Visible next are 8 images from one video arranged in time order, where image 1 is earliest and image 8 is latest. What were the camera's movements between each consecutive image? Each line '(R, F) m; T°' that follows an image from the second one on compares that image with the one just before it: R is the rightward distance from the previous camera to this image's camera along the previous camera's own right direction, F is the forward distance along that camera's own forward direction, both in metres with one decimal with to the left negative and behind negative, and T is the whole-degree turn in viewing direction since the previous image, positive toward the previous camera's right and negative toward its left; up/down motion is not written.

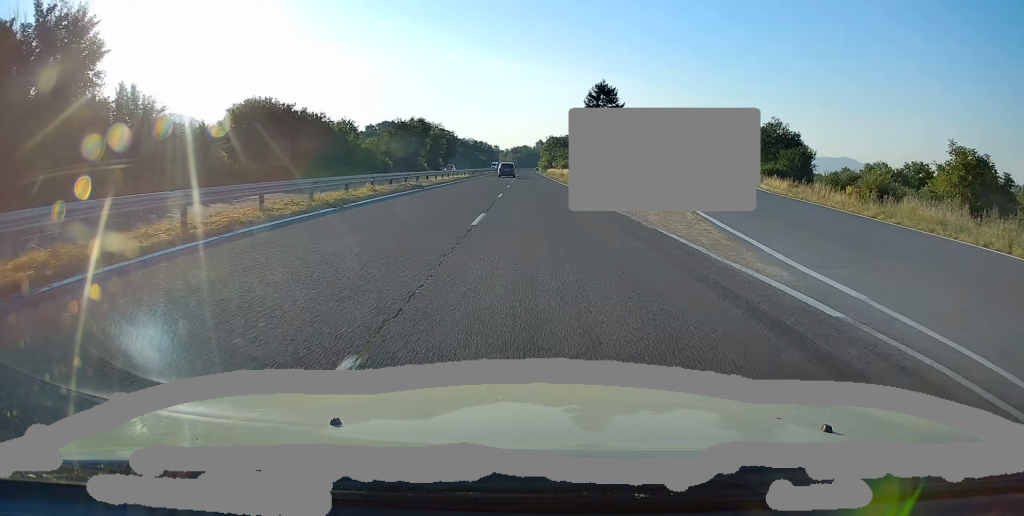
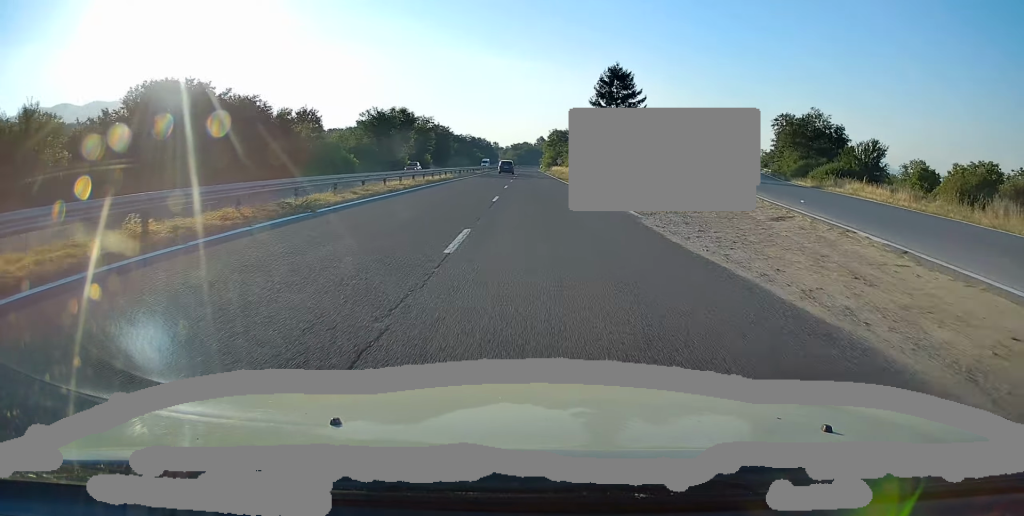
(+0.6, +16.8) m; +1°
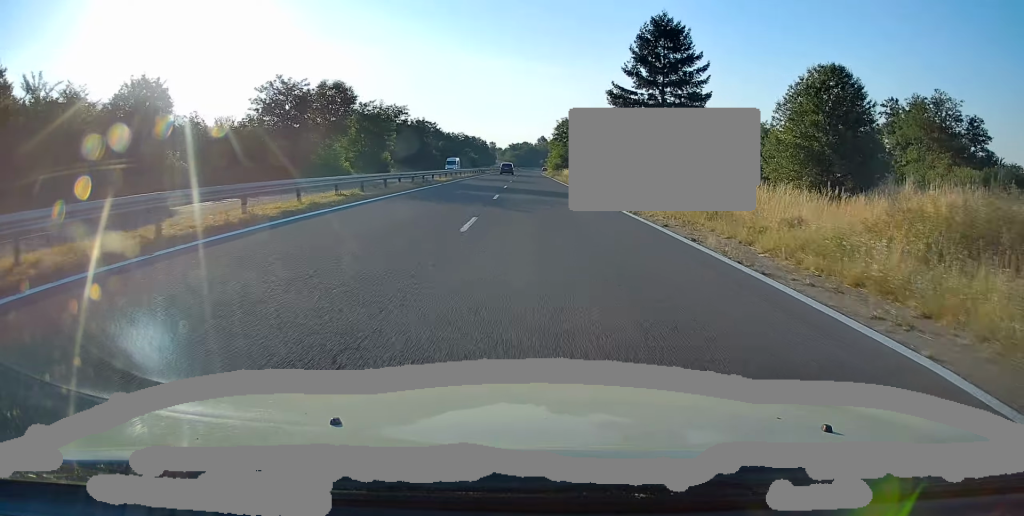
(-0.7, +33.9) m; -1°
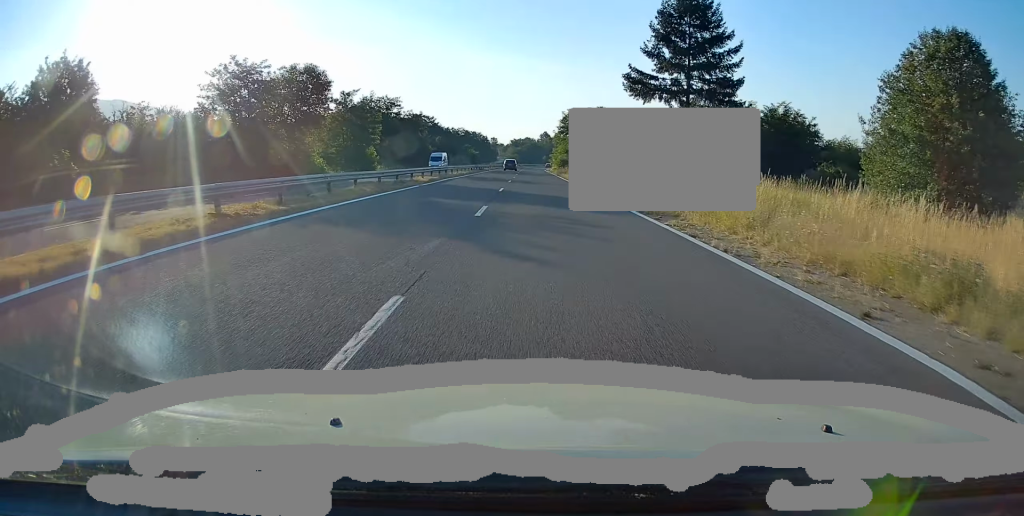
(0.0, +9.1) m; 0°
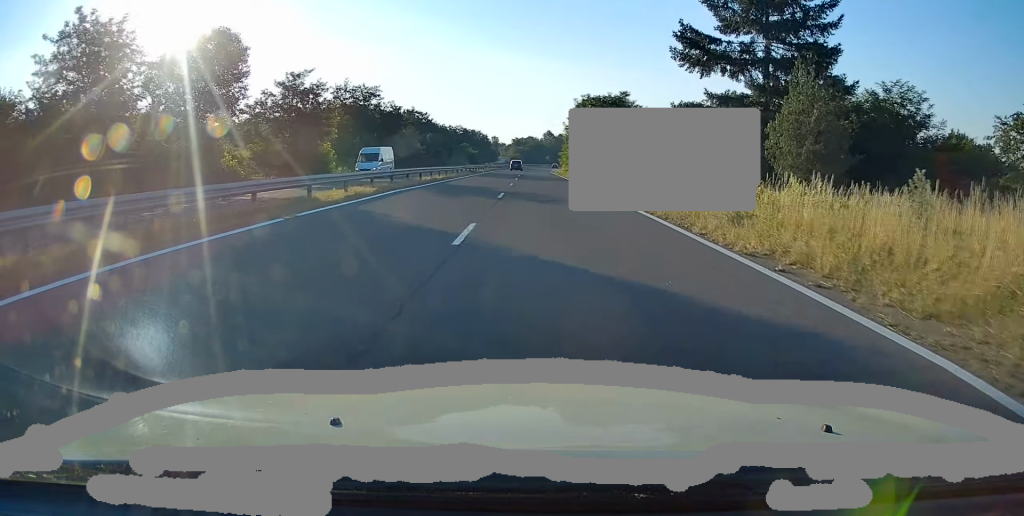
(0.0, +17.5) m; 0°
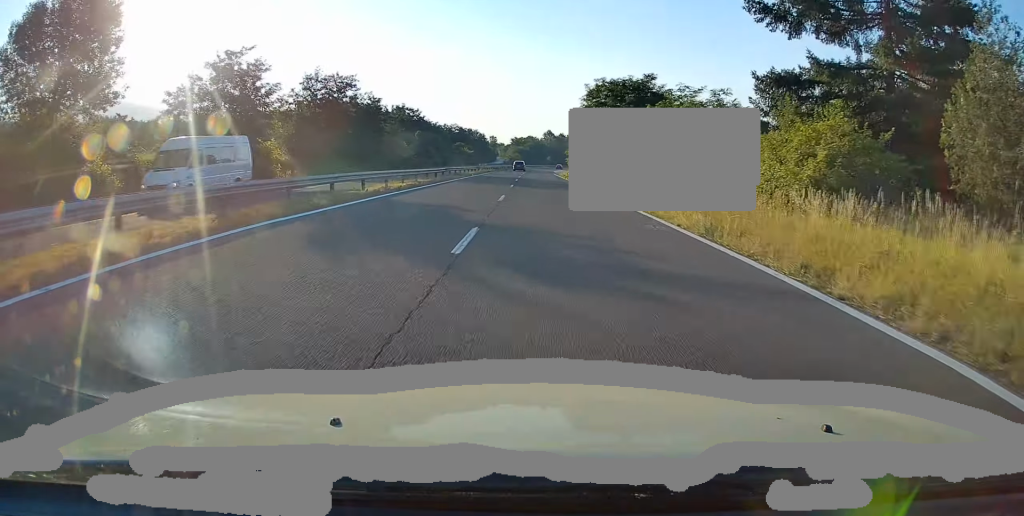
(0.0, +13.3) m; 0°
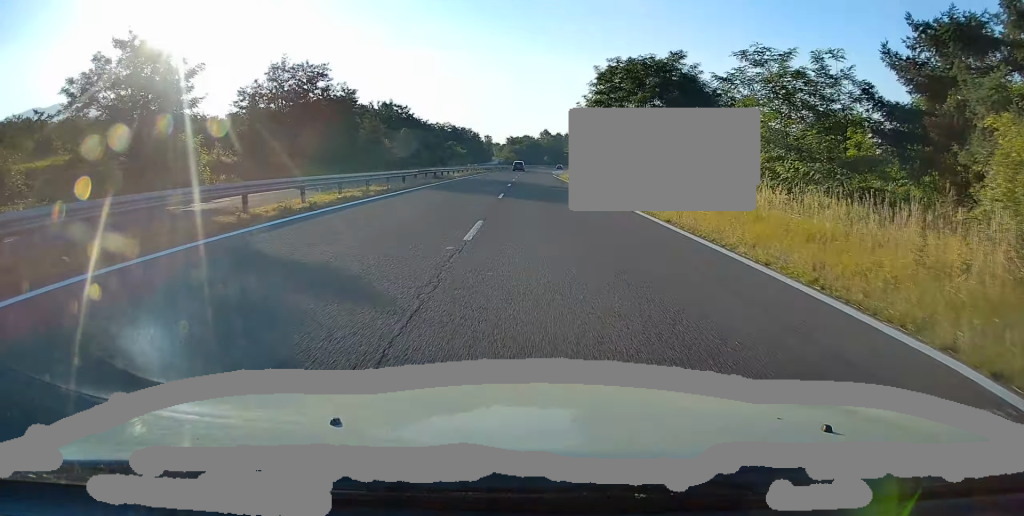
(0.0, +10.5) m; 0°
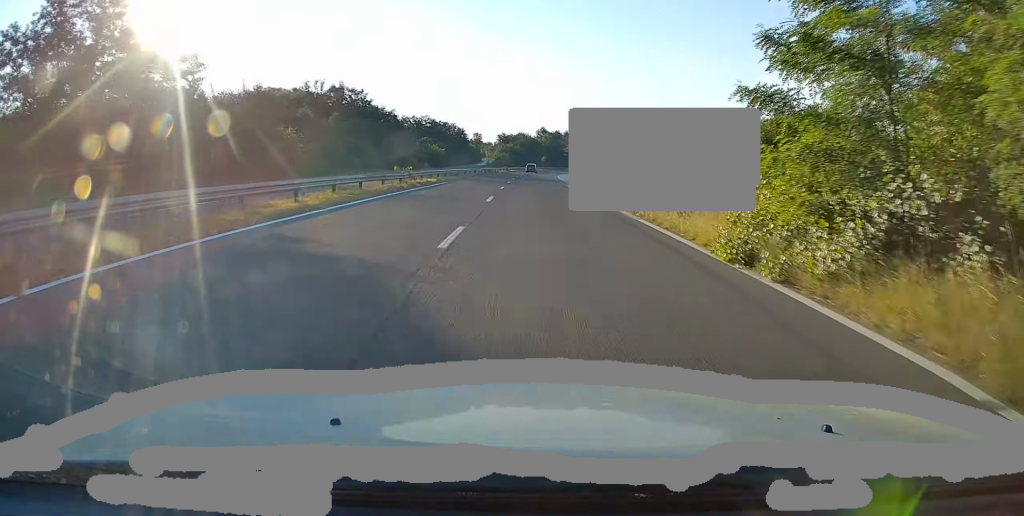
(+0.8, +37.7) m; +1°
